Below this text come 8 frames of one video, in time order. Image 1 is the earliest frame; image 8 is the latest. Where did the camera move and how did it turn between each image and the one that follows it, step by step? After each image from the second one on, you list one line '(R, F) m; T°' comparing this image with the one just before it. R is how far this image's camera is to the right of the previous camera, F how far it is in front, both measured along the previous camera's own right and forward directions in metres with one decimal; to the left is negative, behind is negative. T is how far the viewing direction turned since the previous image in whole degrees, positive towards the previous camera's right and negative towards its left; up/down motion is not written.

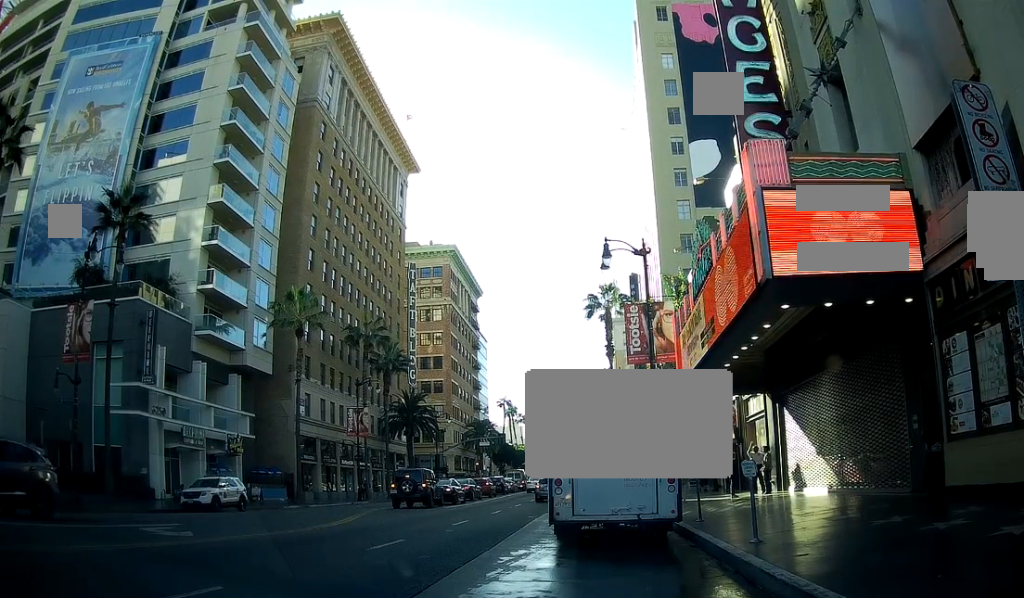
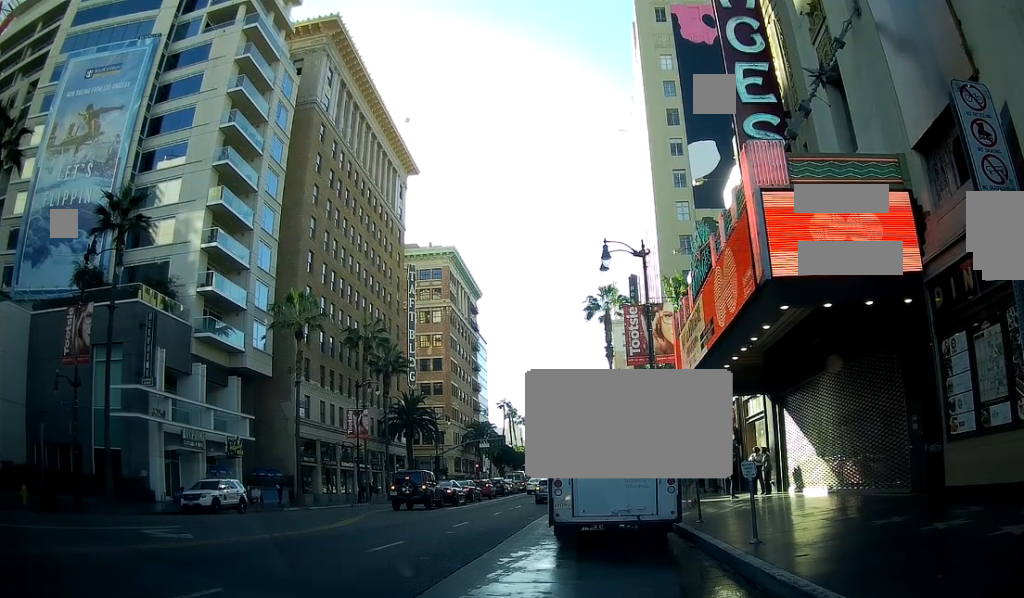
(0.0, 0.0) m; 0°
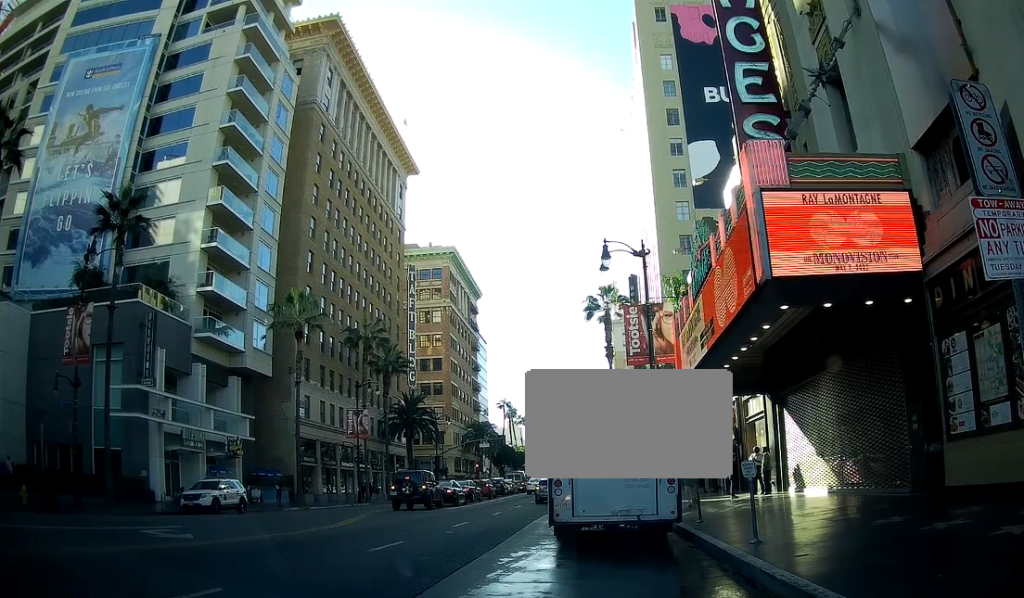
(0.0, 0.0) m; 0°
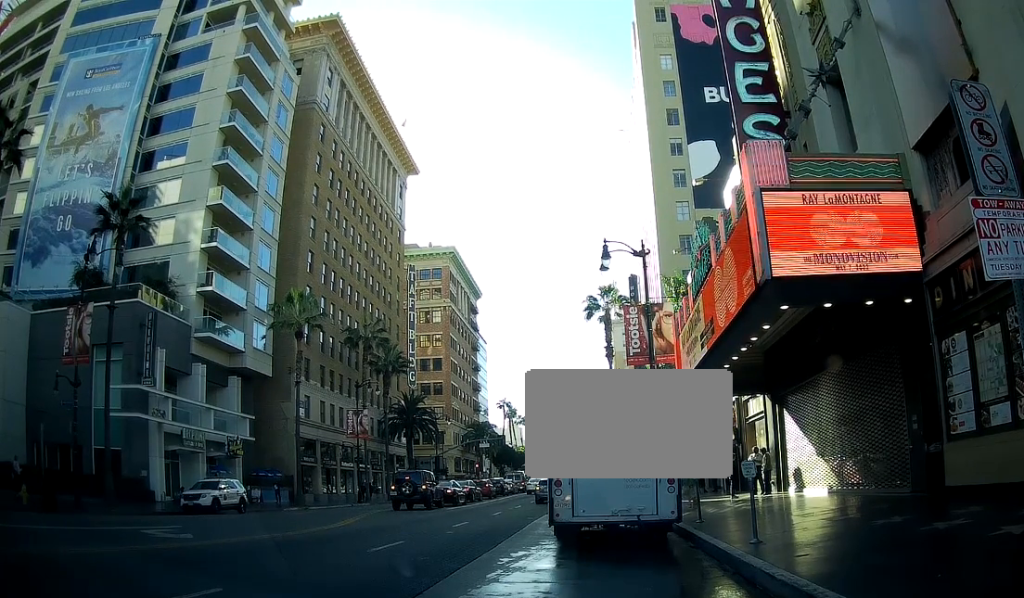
(0.0, 0.0) m; 0°
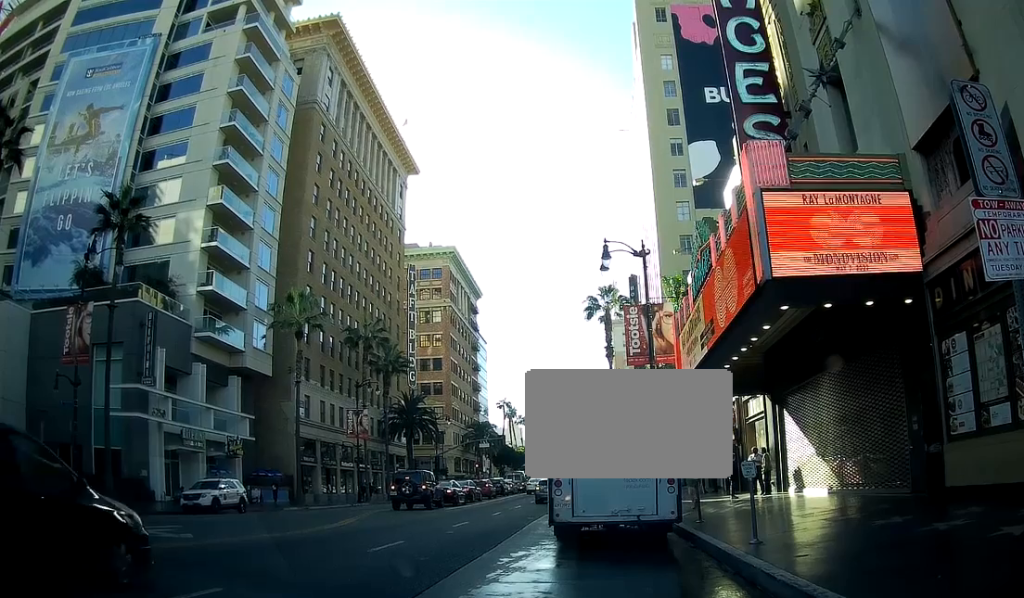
(0.0, 0.0) m; 0°
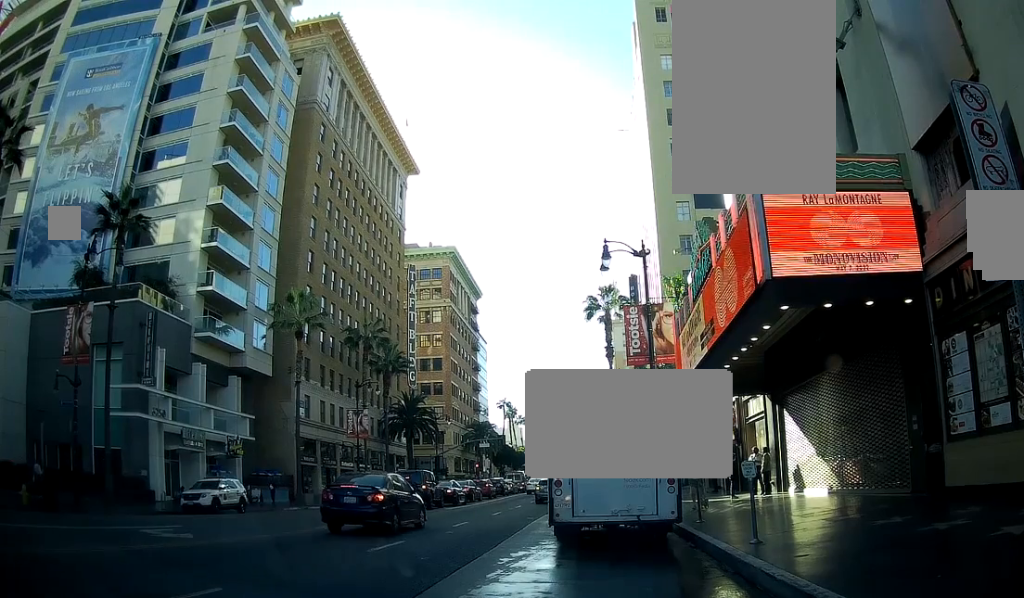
(0.0, 0.0) m; 0°
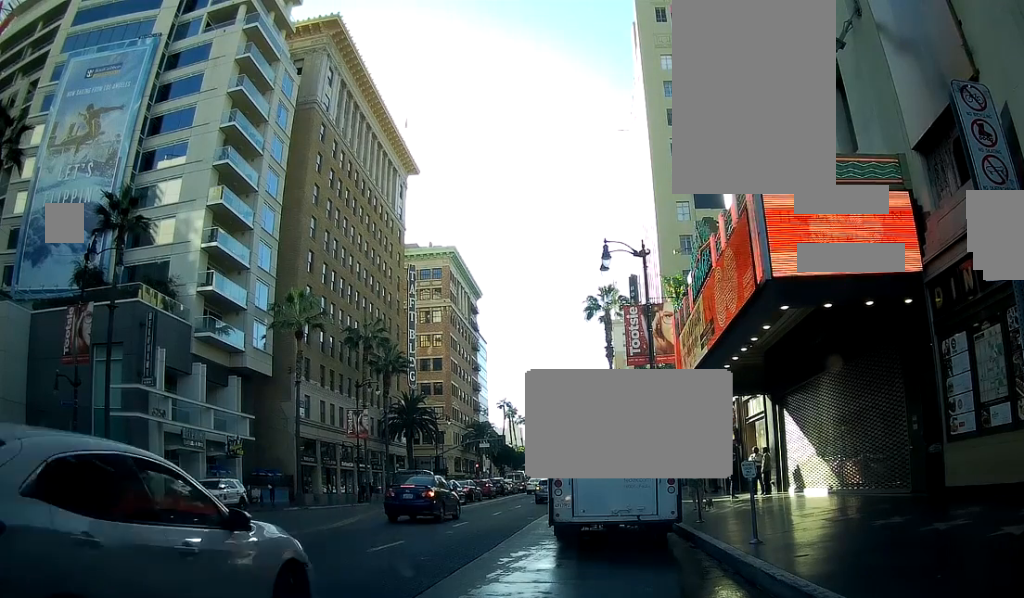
(0.0, 0.0) m; 0°
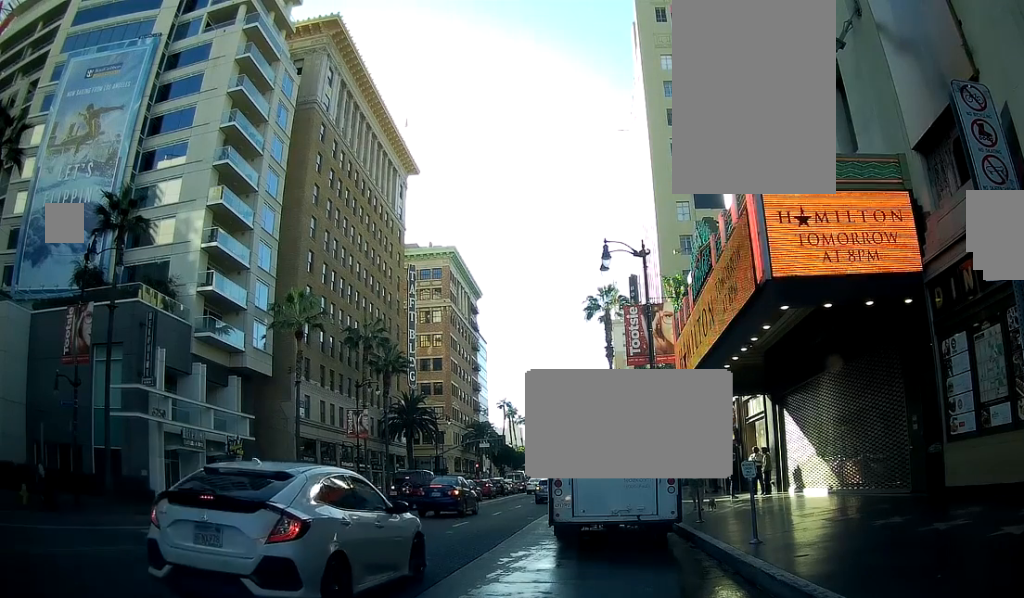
(0.0, 0.0) m; 0°
